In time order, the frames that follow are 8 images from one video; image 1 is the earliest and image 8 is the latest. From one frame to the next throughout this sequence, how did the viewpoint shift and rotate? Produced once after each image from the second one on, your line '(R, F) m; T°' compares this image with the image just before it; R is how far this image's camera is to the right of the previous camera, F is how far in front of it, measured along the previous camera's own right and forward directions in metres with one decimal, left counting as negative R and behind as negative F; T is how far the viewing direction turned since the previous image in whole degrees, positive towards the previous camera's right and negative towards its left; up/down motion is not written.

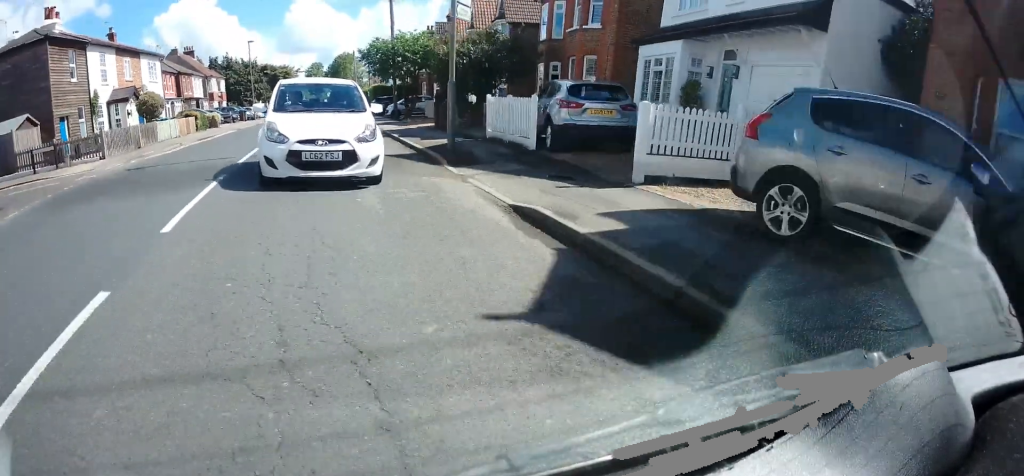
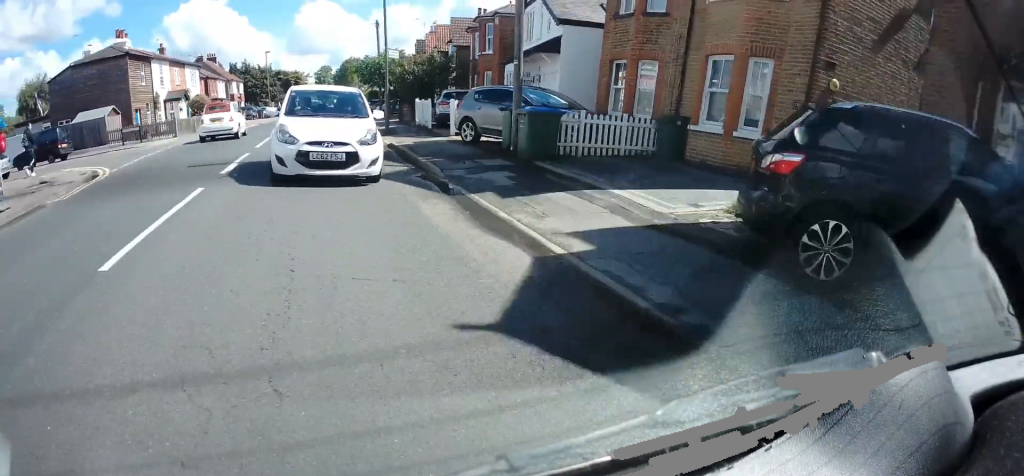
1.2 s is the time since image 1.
(+0.2, +10.5) m; +1°
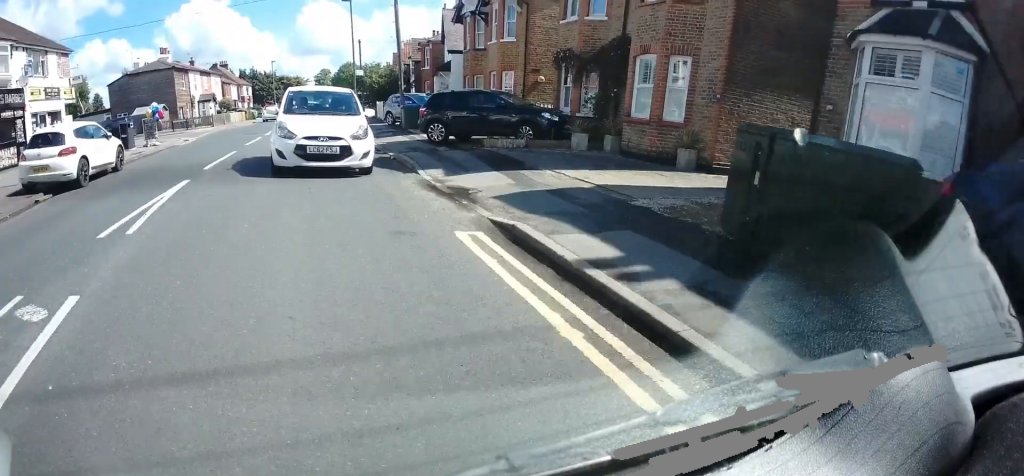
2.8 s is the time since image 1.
(-0.1, +13.1) m; 0°
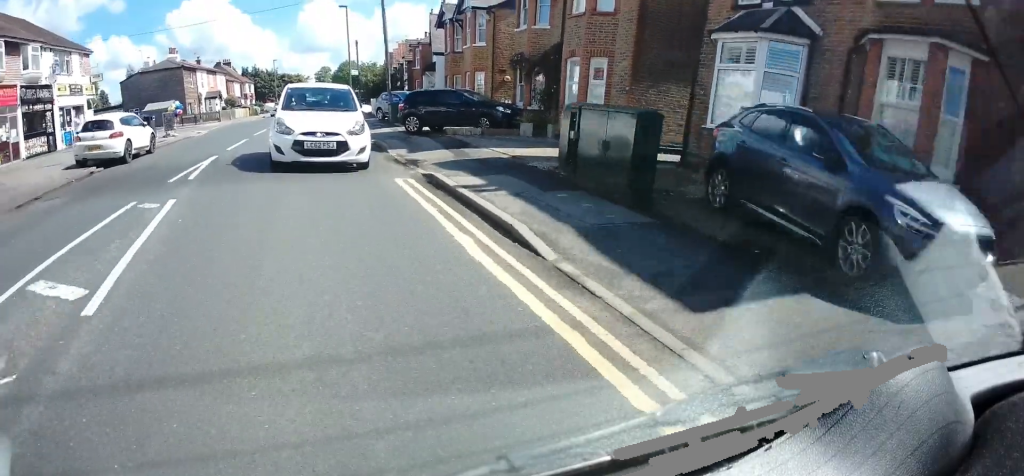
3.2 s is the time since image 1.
(+0.1, +3.6) m; 0°
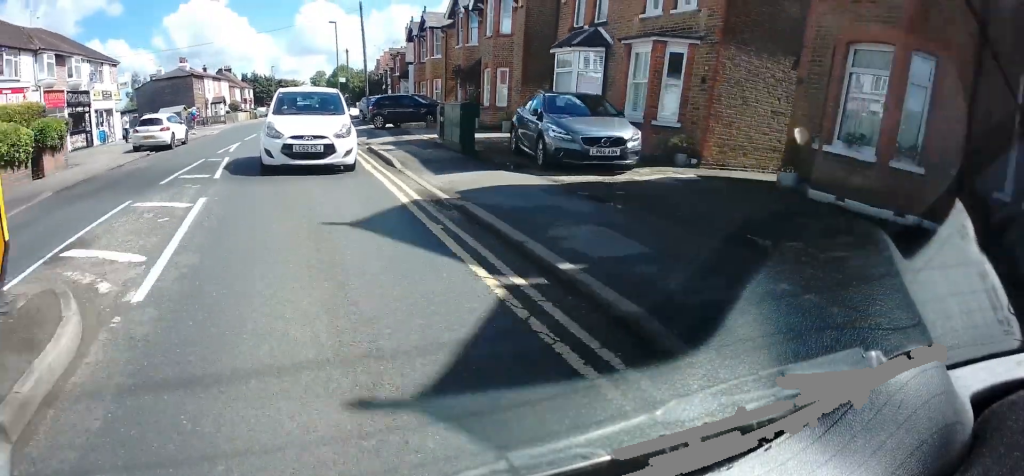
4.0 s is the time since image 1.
(-0.1, +6.9) m; -1°
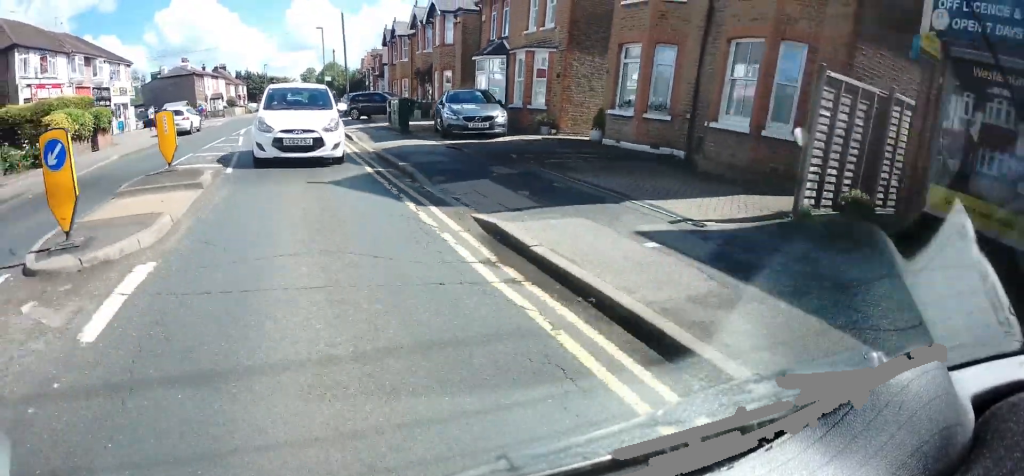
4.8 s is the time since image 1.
(-0.1, +6.4) m; -1°
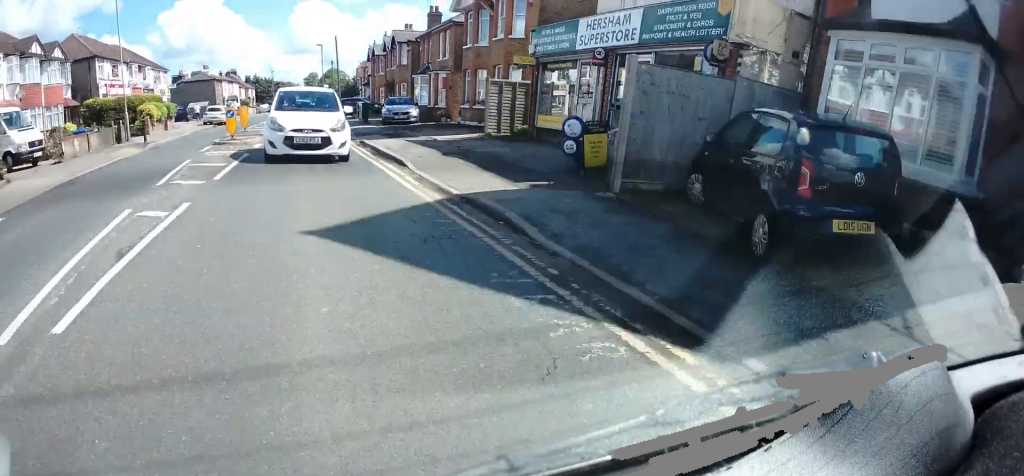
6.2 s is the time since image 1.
(-0.3, +13.2) m; -2°
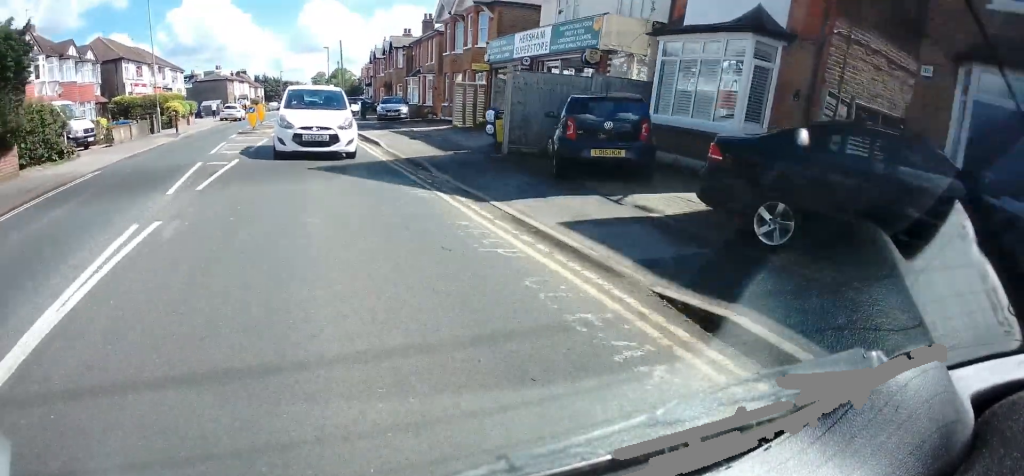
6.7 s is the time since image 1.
(0.0, +5.1) m; -1°
